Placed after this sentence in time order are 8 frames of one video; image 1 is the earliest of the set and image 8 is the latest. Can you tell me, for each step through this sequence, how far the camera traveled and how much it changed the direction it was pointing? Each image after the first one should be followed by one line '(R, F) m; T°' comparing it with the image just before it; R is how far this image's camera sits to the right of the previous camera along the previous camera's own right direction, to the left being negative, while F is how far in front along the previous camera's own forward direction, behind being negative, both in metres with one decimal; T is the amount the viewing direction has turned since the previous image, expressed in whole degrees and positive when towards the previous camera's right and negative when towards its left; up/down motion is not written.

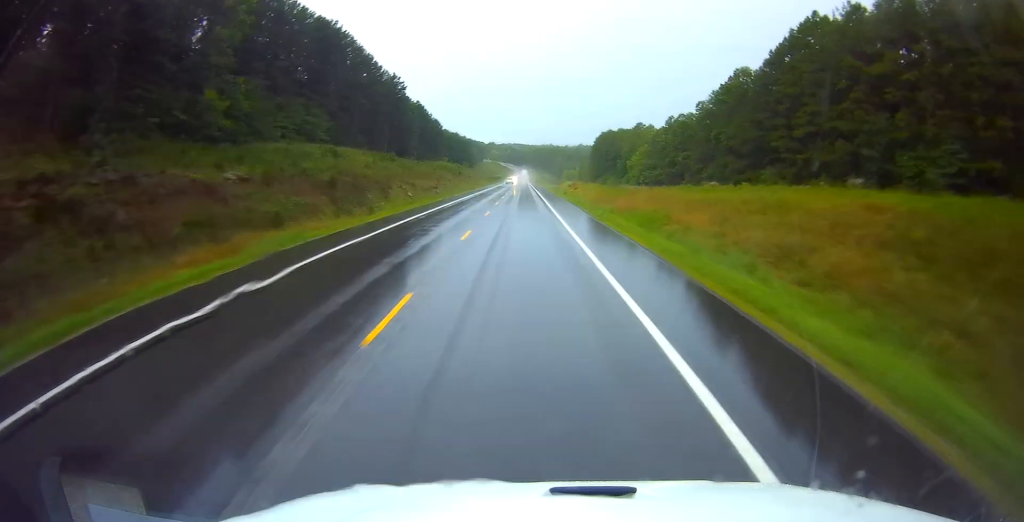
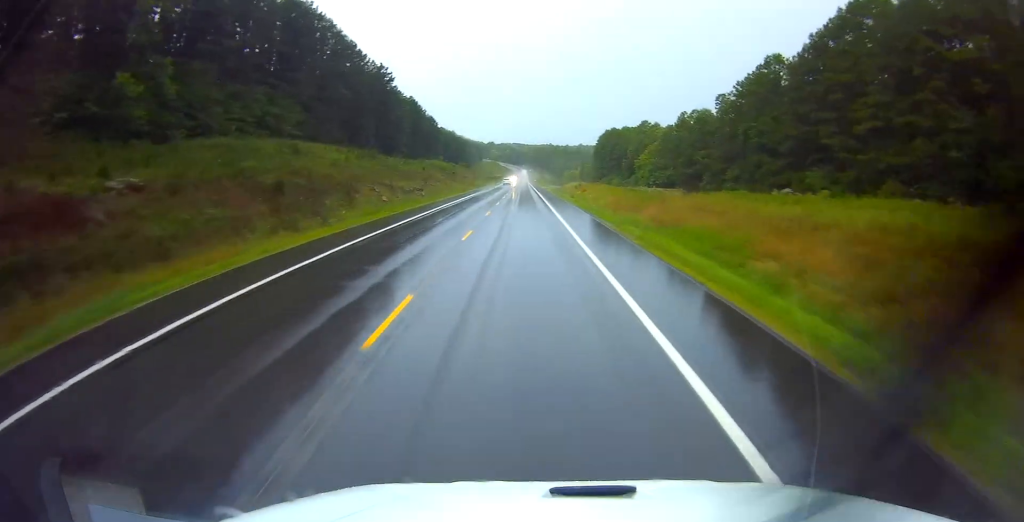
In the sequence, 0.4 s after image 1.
(0.0, +12.1) m; 0°
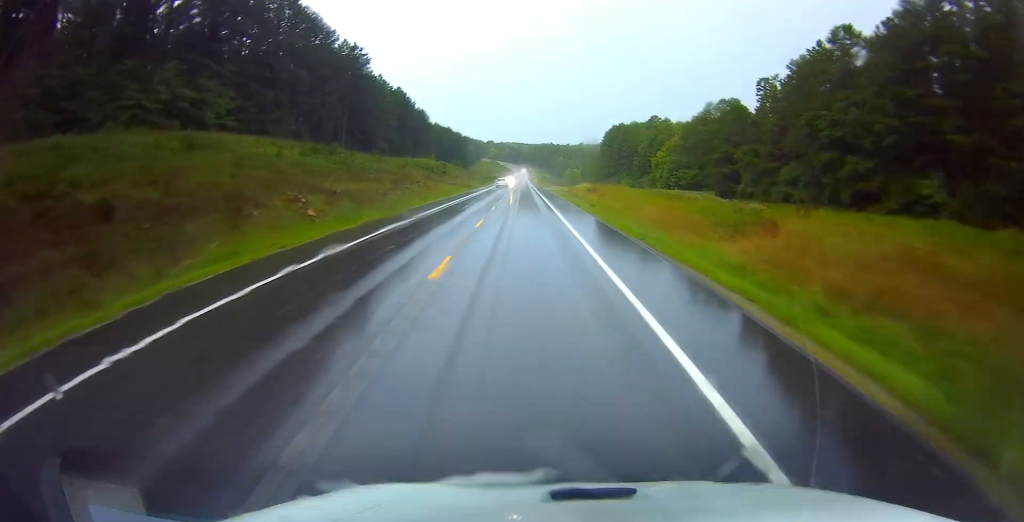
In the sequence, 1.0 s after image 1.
(0.0, +19.2) m; 0°
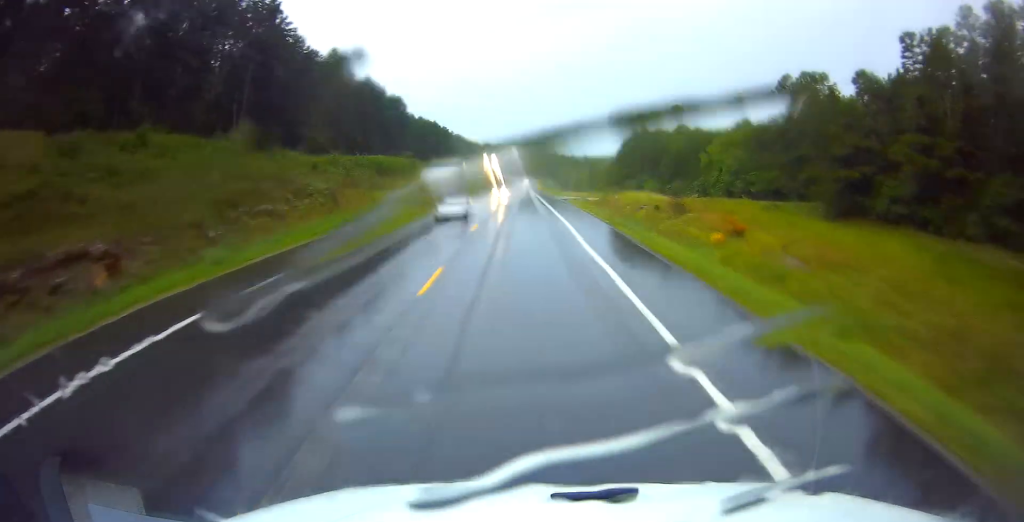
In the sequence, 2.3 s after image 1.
(-0.2, +37.3) m; 0°
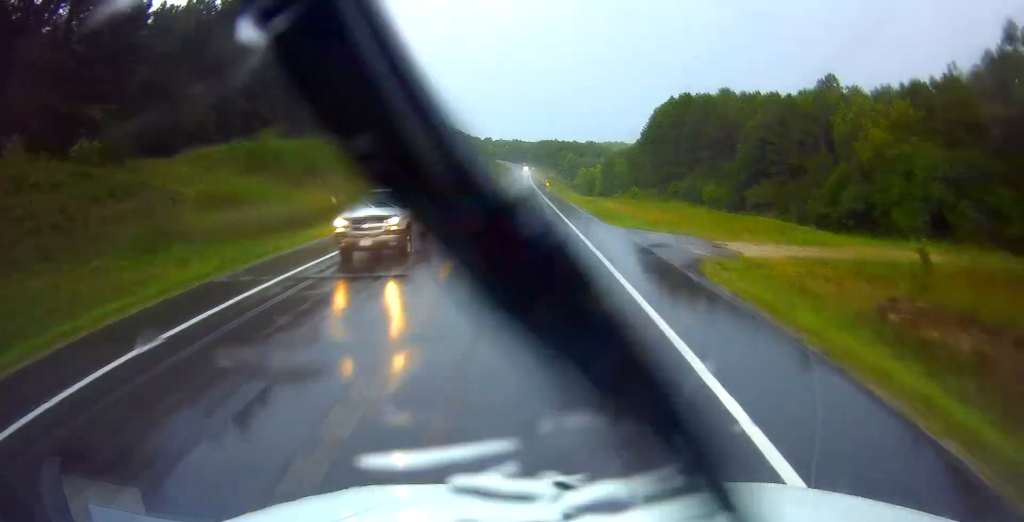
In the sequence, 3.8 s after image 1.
(+0.1, +46.6) m; 0°
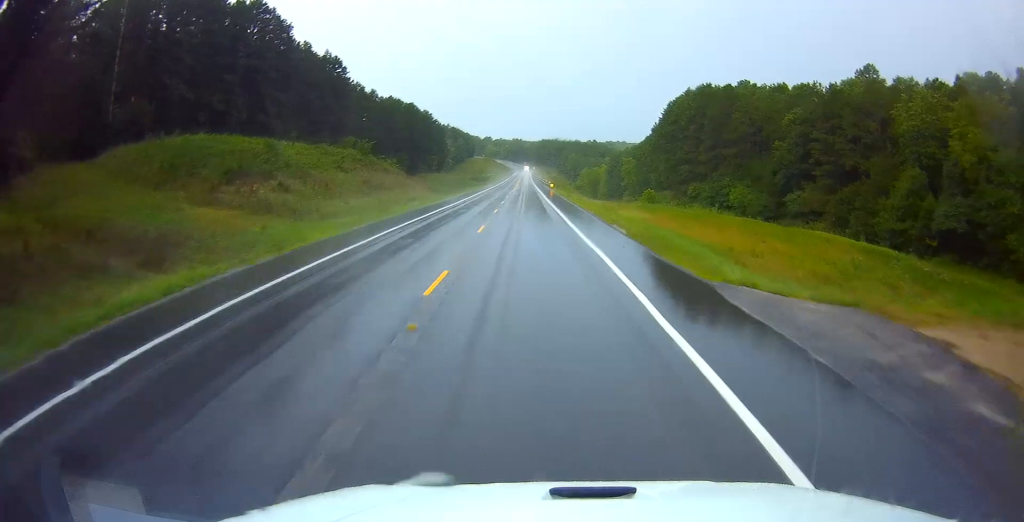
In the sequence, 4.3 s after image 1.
(0.0, +14.2) m; 0°
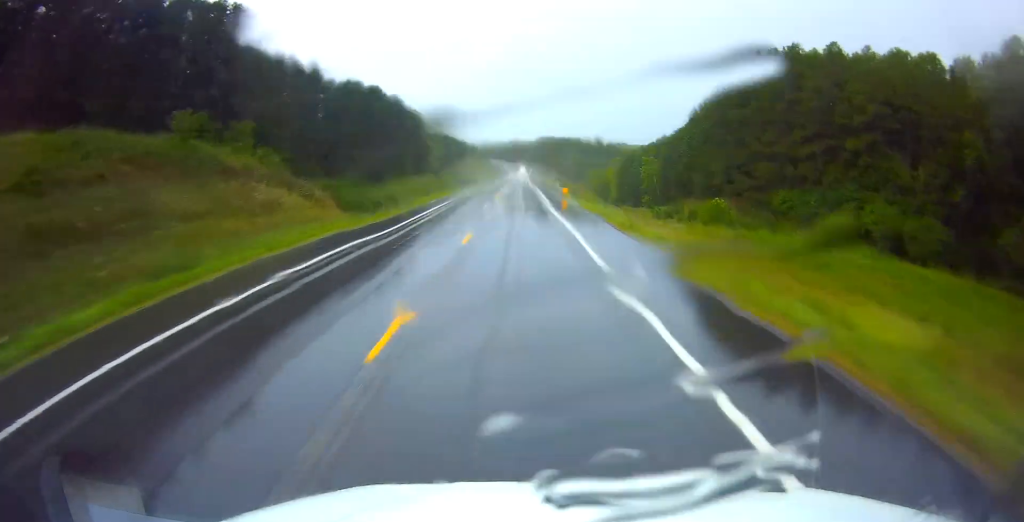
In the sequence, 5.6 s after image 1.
(-0.2, +39.5) m; 0°
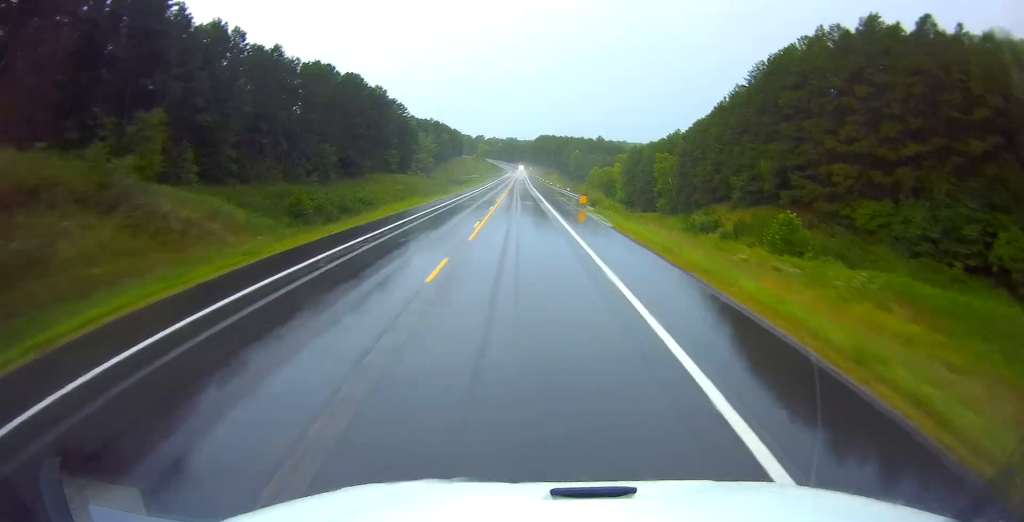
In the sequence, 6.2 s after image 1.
(0.0, +19.2) m; 0°
